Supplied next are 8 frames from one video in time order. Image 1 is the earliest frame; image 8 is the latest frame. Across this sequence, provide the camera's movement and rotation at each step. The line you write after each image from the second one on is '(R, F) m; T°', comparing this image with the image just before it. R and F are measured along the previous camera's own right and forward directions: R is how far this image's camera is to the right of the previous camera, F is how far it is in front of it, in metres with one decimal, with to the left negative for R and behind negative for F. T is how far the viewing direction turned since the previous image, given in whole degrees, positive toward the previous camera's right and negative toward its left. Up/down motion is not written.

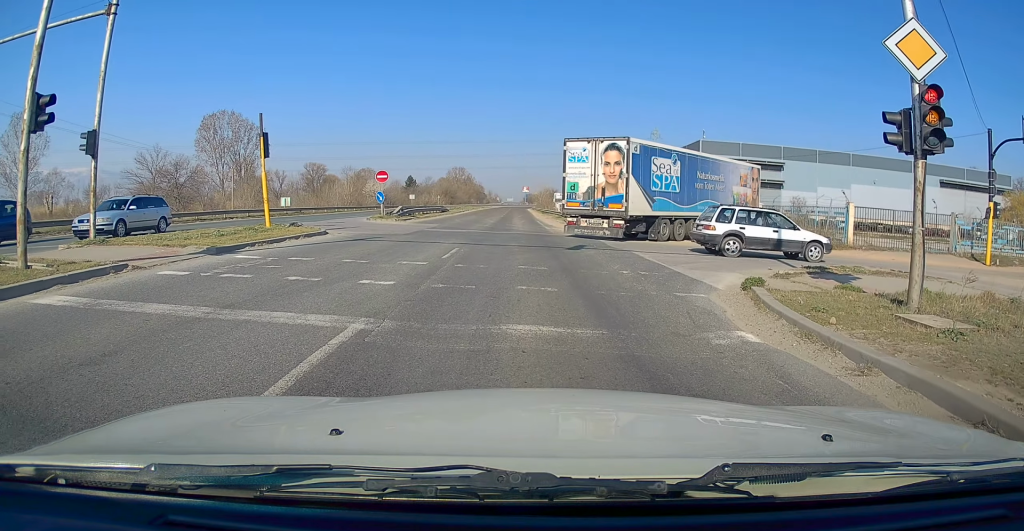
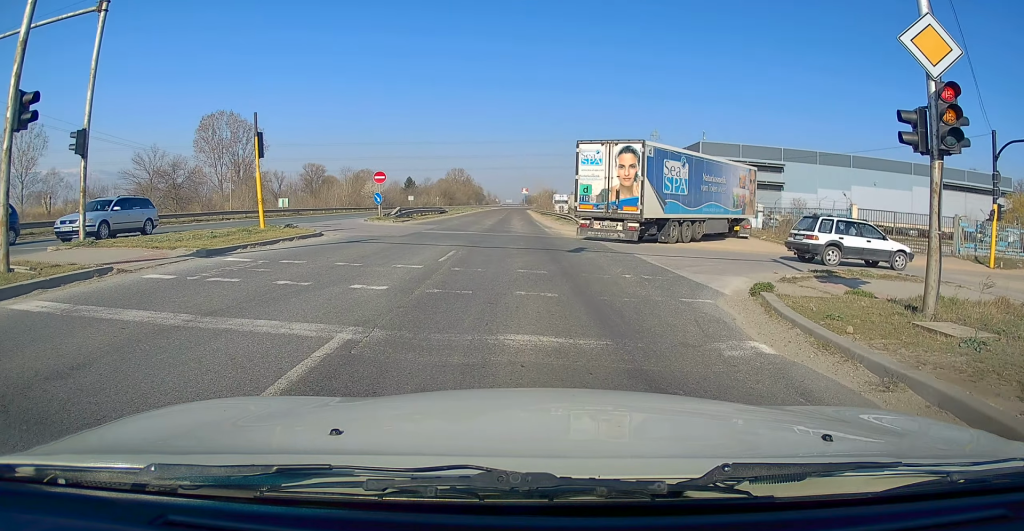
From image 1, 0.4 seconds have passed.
(0.0, +0.4) m; 0°
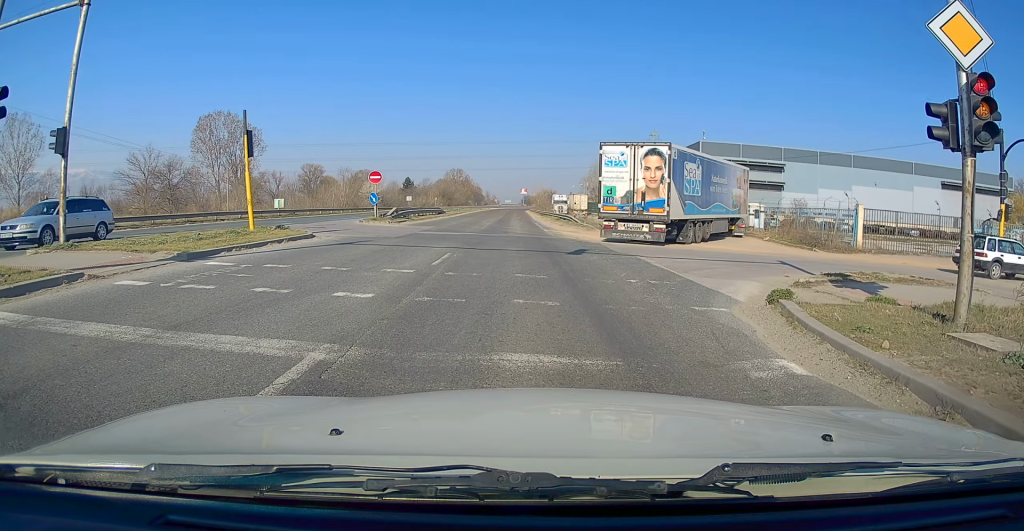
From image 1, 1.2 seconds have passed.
(0.0, +0.6) m; 0°
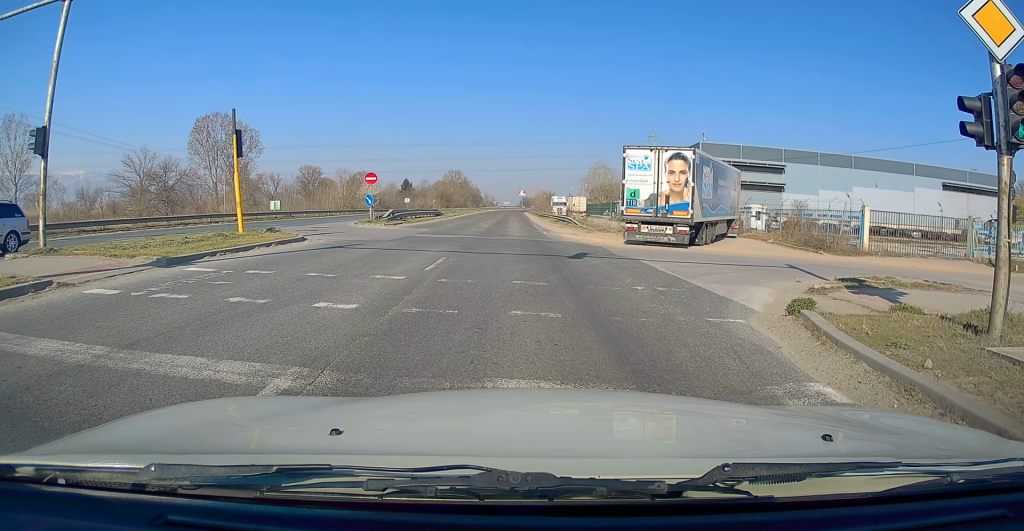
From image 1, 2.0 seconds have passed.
(0.0, +0.6) m; 0°
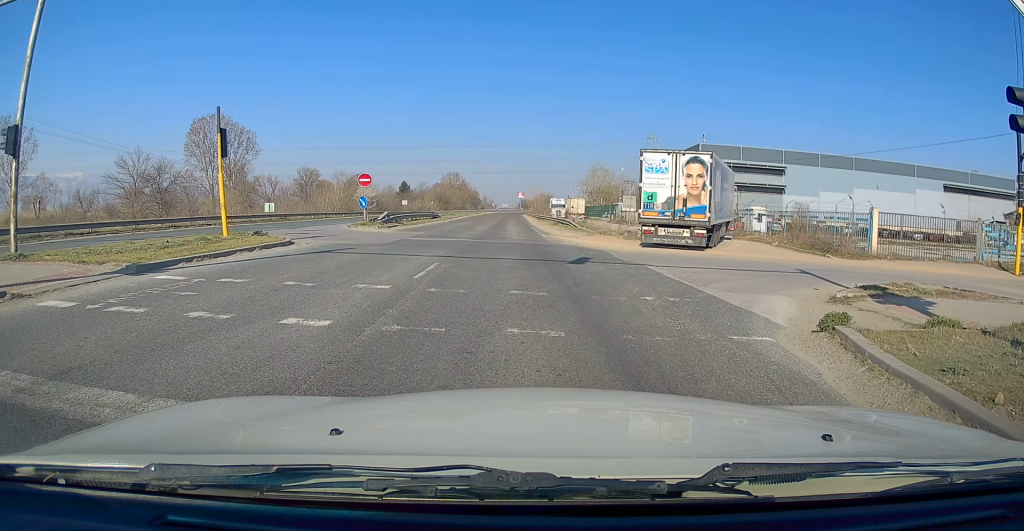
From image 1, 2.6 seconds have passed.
(+0.1, +0.5) m; 0°
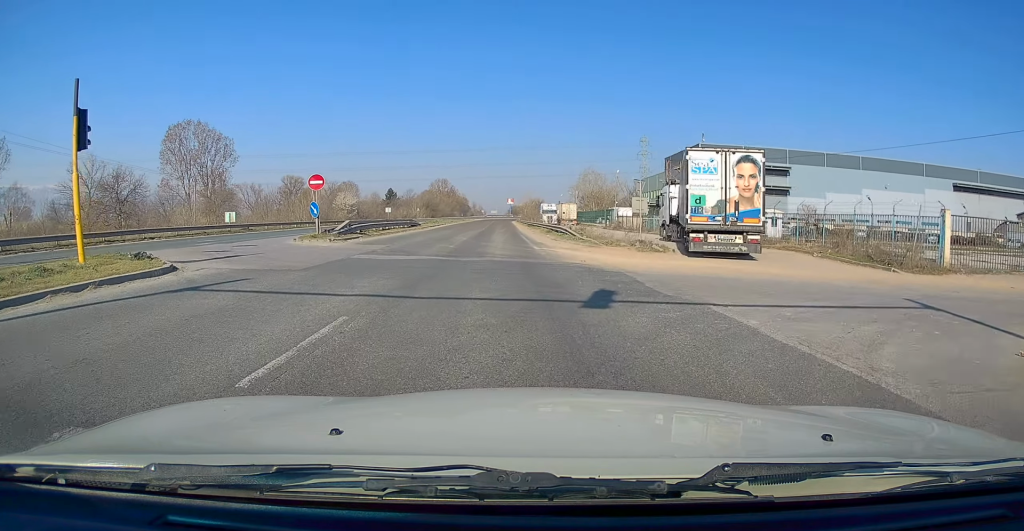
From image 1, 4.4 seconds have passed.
(+0.7, +4.1) m; +4°
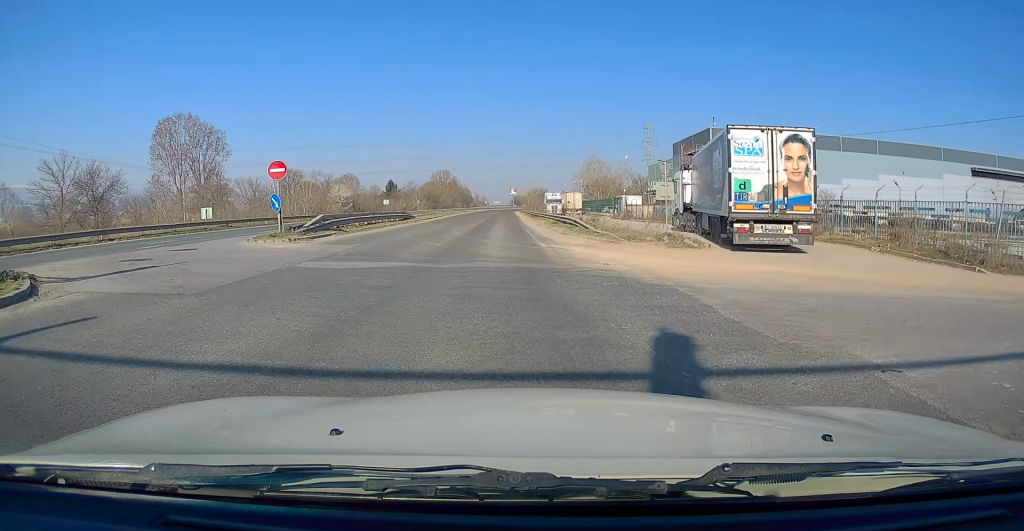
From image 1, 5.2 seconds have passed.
(0.0, +3.6) m; 0°
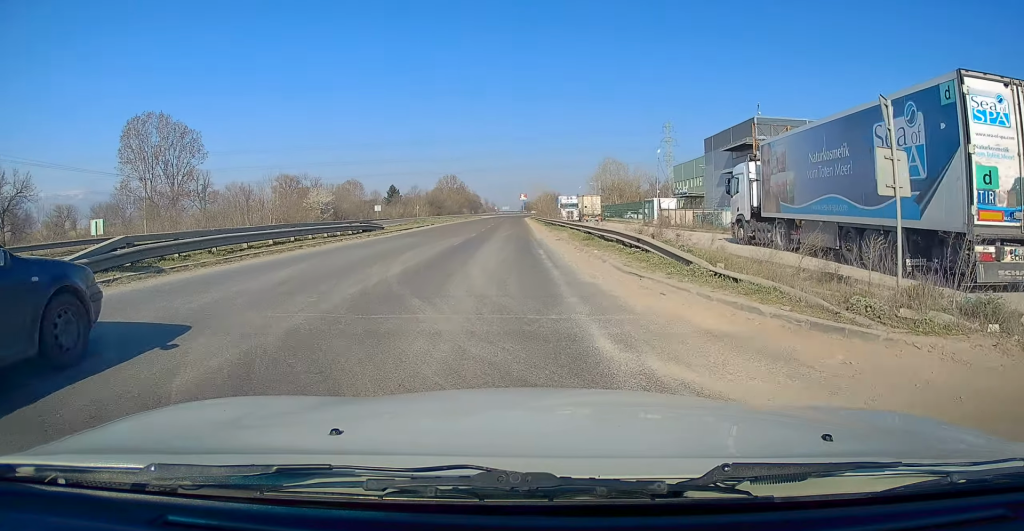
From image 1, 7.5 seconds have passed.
(+0.3, +14.6) m; +1°
